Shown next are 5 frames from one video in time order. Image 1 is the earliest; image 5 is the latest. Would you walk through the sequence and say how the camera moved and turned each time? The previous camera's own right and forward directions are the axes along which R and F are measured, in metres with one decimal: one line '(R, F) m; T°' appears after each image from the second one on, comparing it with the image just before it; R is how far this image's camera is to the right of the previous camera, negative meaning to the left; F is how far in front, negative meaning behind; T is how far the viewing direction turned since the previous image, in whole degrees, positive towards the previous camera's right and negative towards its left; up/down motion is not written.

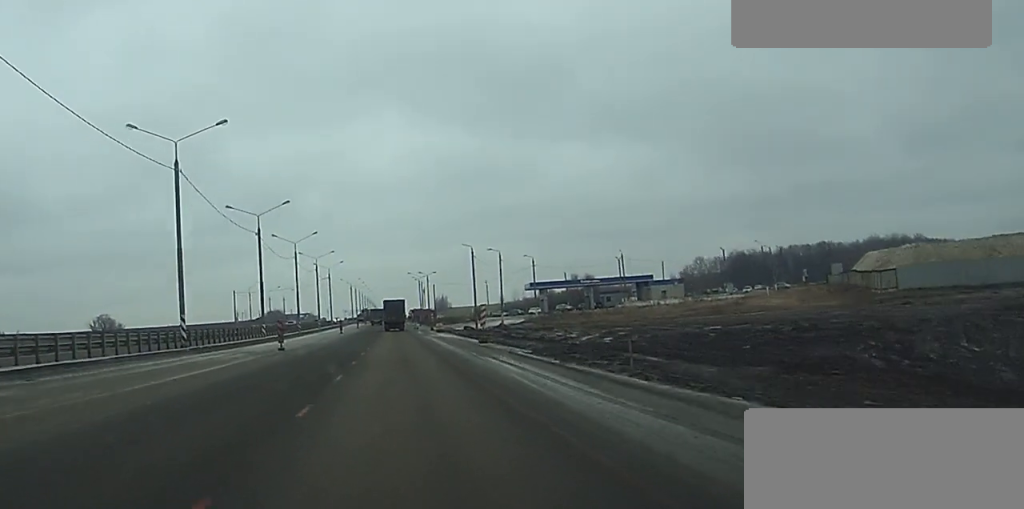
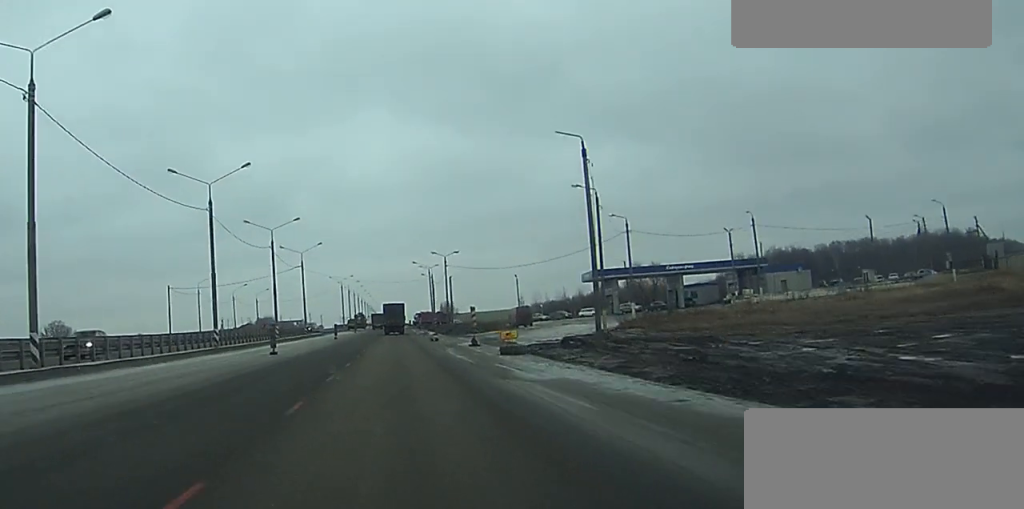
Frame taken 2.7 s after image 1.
(0.0, +54.0) m; 0°
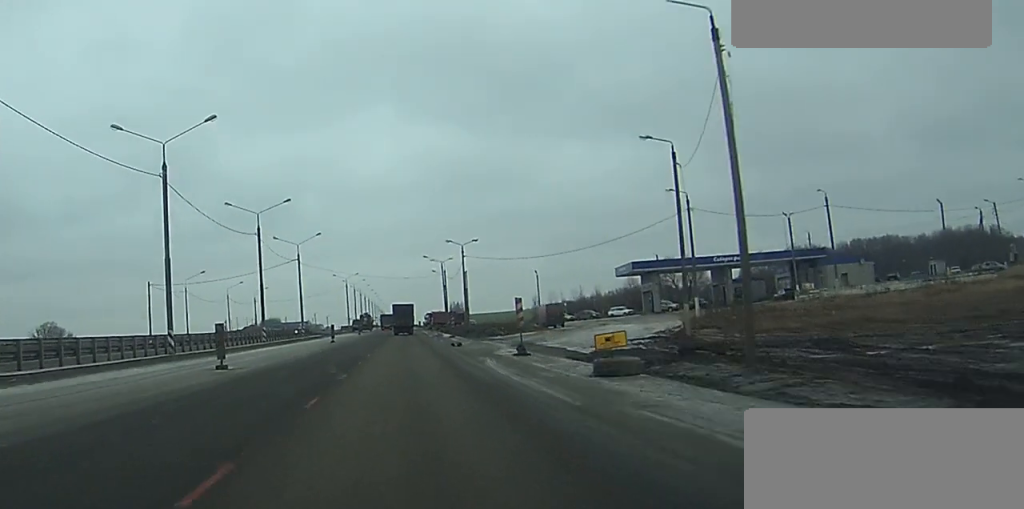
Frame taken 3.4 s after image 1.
(-0.1, +14.6) m; 0°
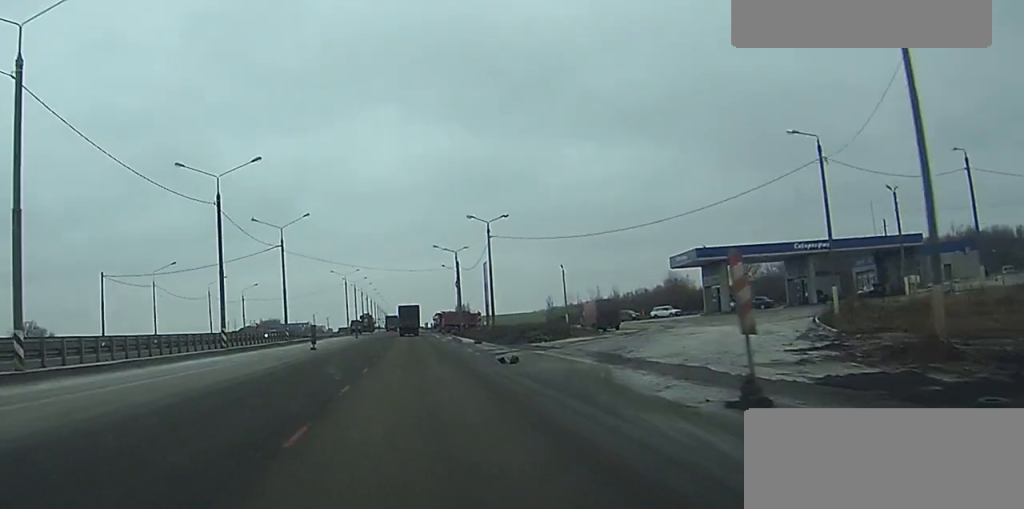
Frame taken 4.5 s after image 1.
(-0.1, +18.8) m; 0°
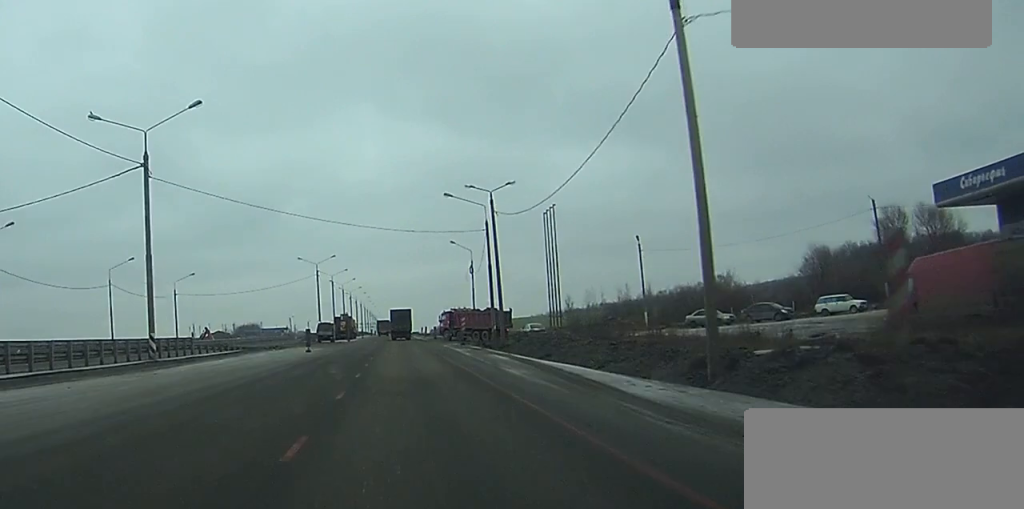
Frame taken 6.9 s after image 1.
(+0.1, +49.0) m; +1°
